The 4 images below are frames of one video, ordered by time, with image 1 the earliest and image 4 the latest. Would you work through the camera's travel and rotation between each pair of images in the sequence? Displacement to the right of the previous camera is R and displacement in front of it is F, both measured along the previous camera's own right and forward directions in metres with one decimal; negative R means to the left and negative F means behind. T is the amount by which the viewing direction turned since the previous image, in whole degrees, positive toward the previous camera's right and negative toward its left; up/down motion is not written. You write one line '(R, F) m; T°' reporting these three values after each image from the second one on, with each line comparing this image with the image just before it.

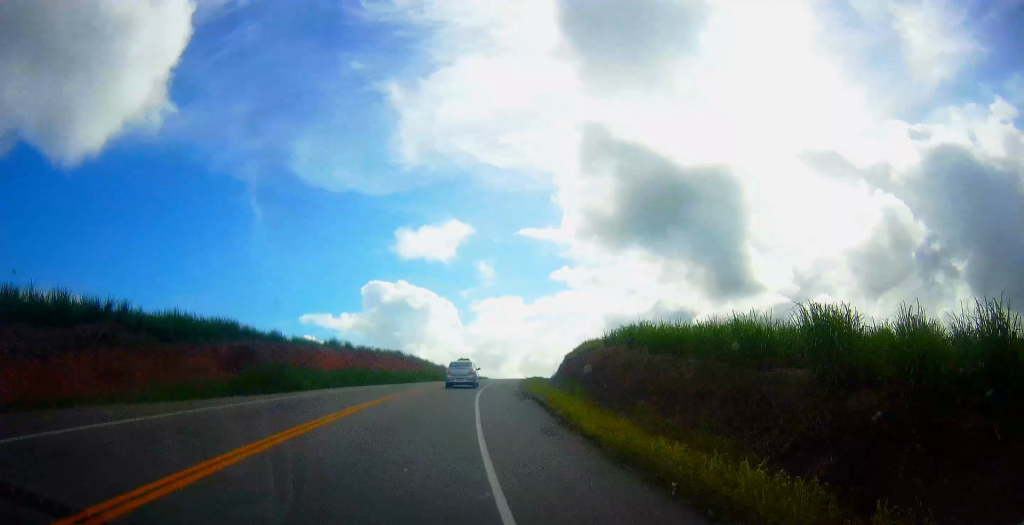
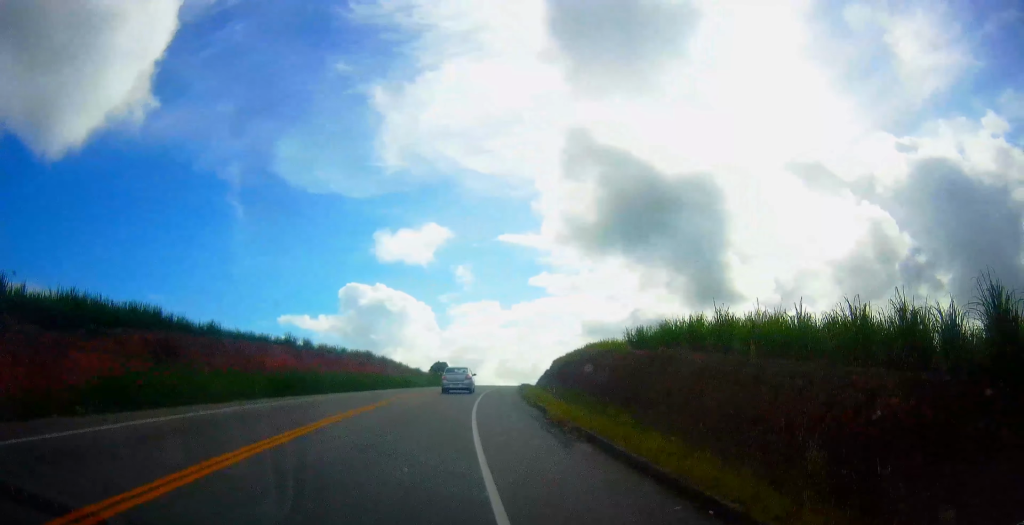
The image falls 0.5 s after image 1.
(+0.3, +11.8) m; +2°
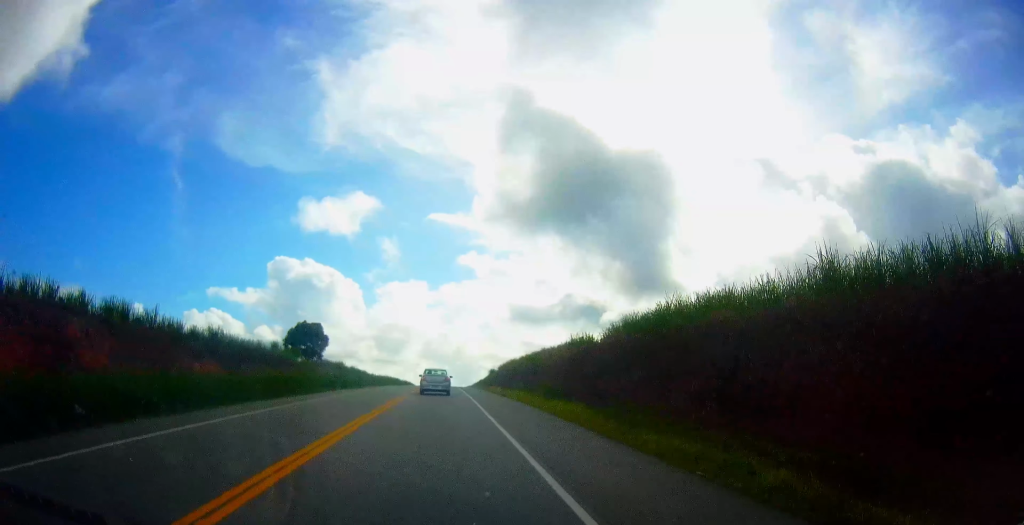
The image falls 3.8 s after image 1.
(+9.1, +82.7) m; +12°
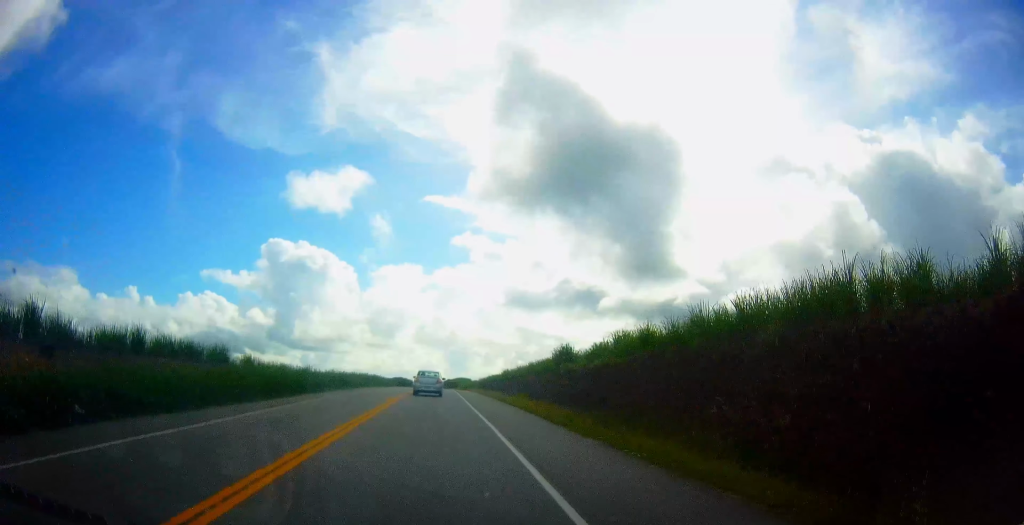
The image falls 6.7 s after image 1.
(+2.6, +73.4) m; +3°
